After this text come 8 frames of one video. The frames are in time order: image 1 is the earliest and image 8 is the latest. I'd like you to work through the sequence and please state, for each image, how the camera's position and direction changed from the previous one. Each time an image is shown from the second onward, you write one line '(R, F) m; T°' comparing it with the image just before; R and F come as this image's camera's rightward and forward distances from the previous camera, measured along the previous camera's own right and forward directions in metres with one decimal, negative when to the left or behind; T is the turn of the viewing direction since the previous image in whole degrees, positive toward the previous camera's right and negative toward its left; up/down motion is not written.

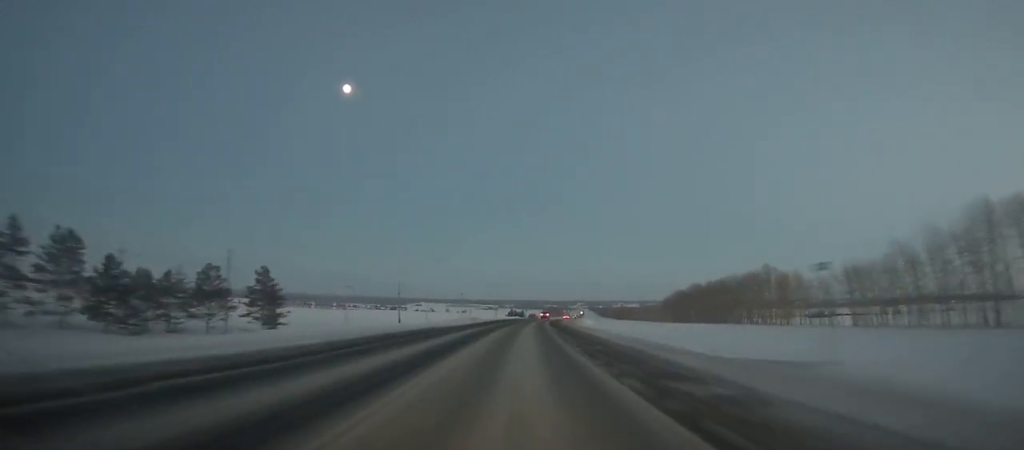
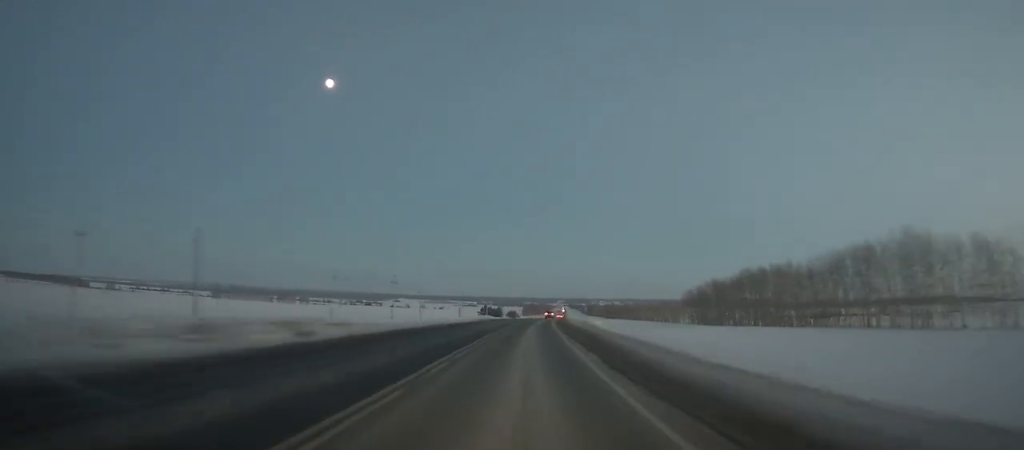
(+0.8, +70.9) m; +2°
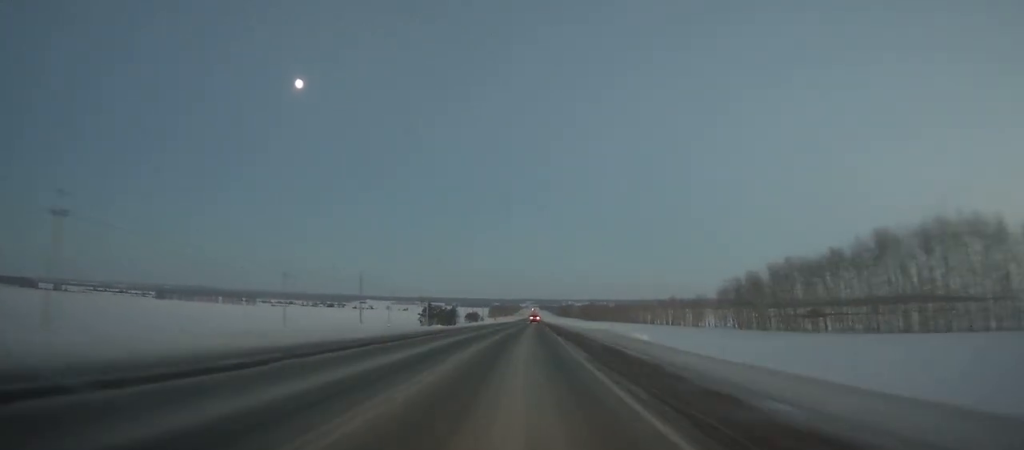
(+1.1, +73.1) m; +2°
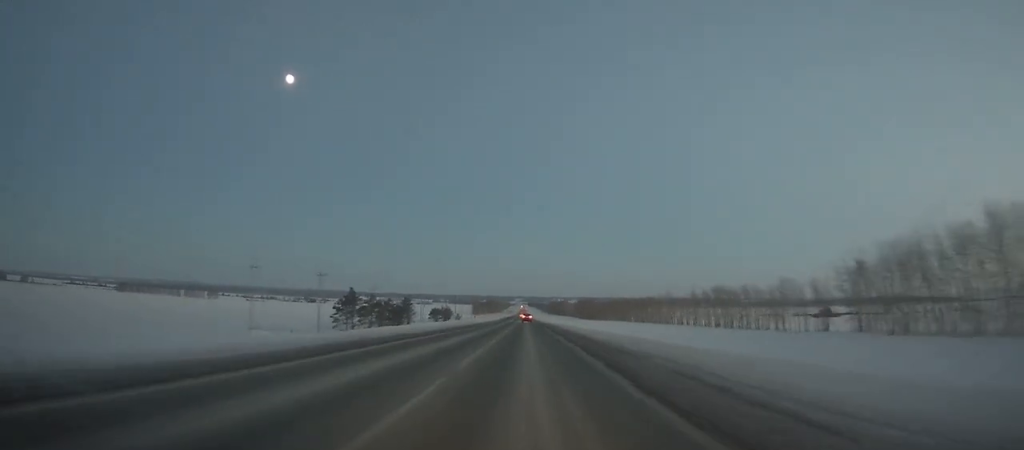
(+0.9, +67.1) m; +1°
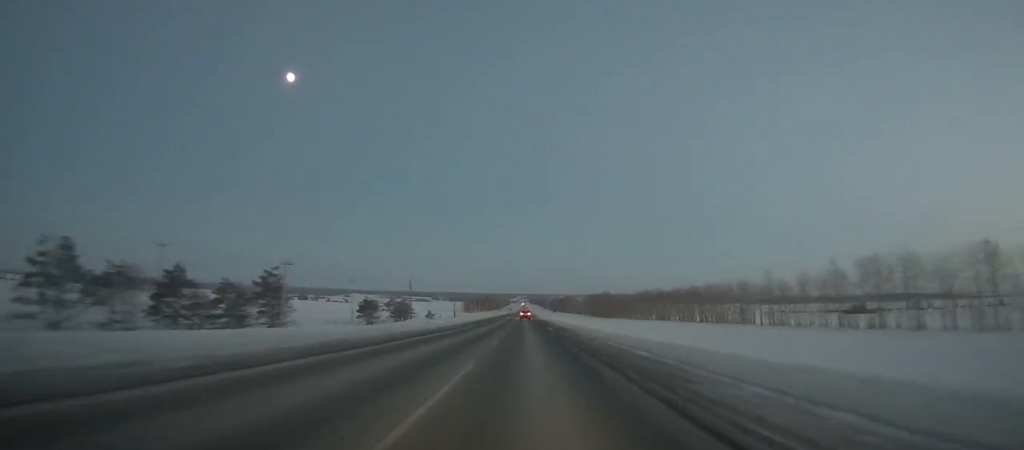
(+0.8, +80.1) m; +1°
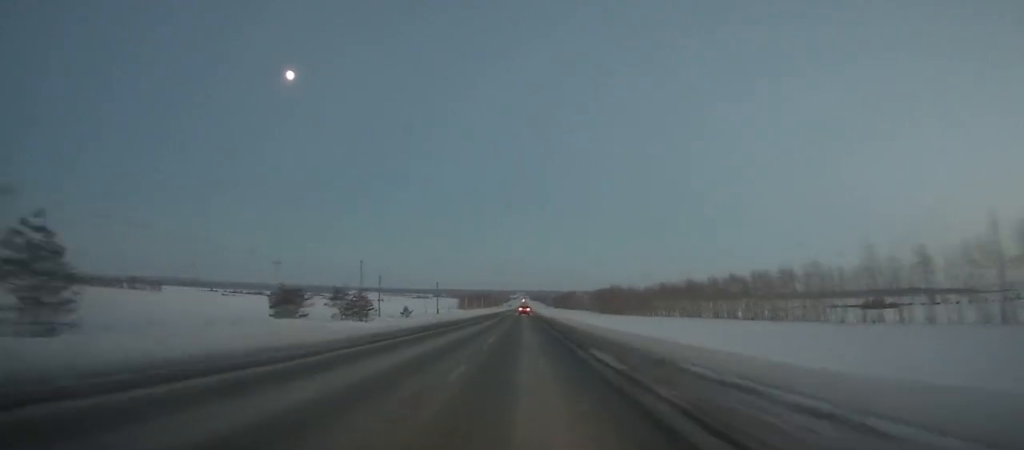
(-0.1, +37.3) m; 0°
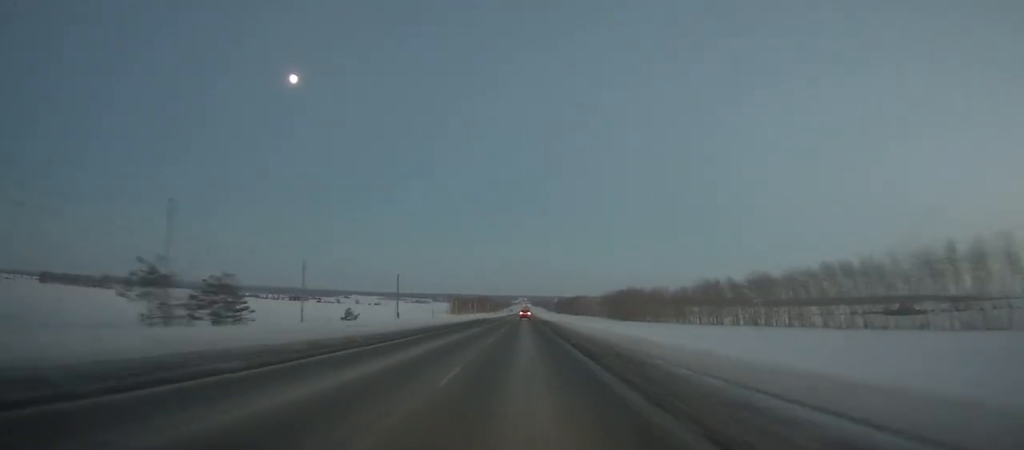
(0.0, +47.8) m; 0°
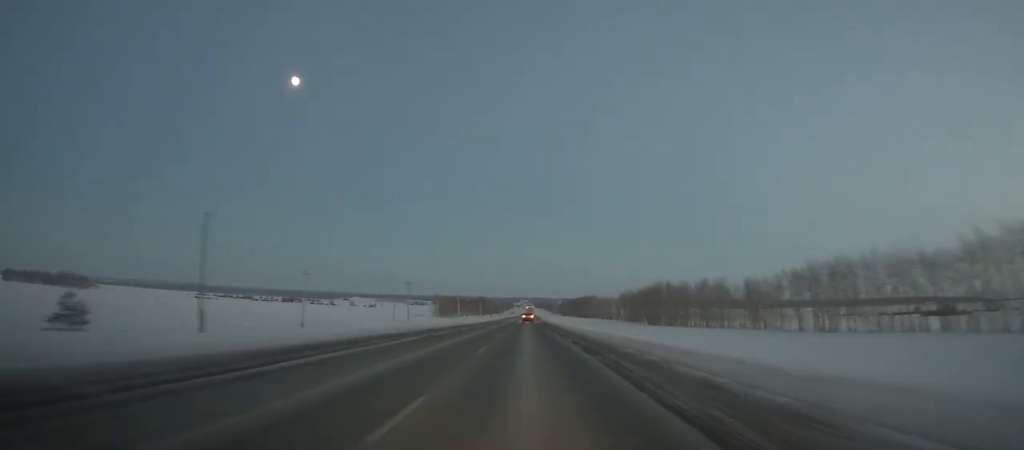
(+0.1, +63.8) m; 0°
